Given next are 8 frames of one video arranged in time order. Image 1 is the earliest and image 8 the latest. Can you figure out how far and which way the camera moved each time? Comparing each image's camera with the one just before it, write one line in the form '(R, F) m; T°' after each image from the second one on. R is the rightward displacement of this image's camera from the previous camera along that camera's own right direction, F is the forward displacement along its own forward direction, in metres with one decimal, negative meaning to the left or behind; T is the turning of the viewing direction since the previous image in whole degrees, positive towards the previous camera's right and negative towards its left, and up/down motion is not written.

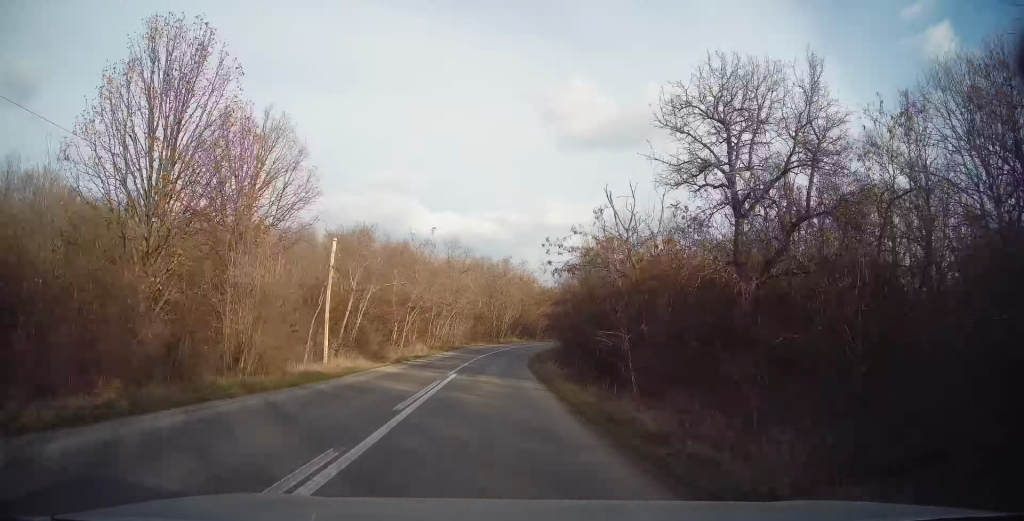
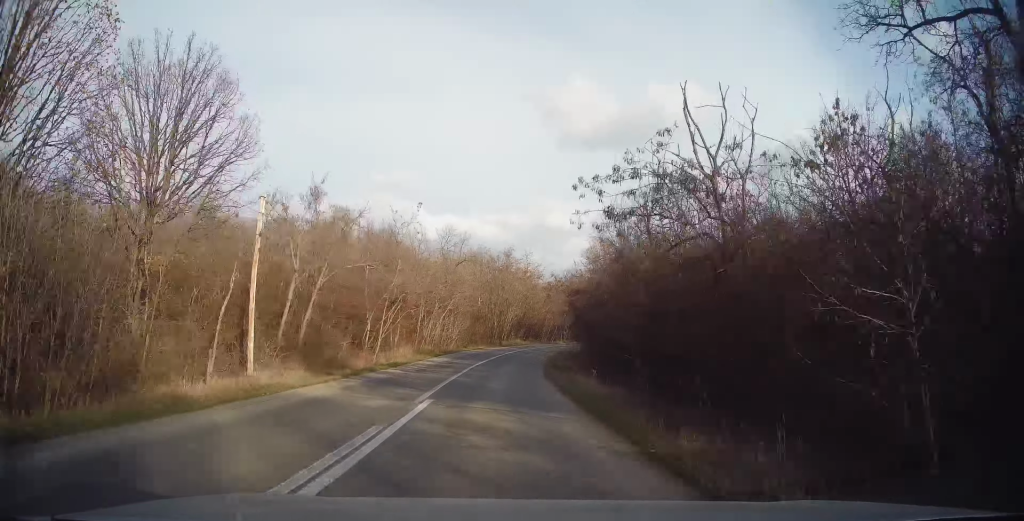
(+0.2, +9.6) m; 0°
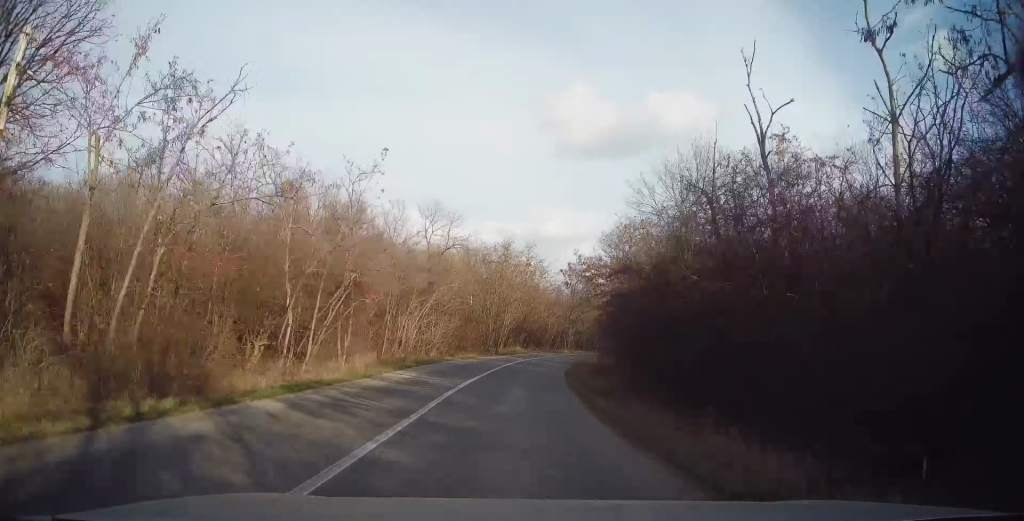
(-0.3, +11.8) m; 0°
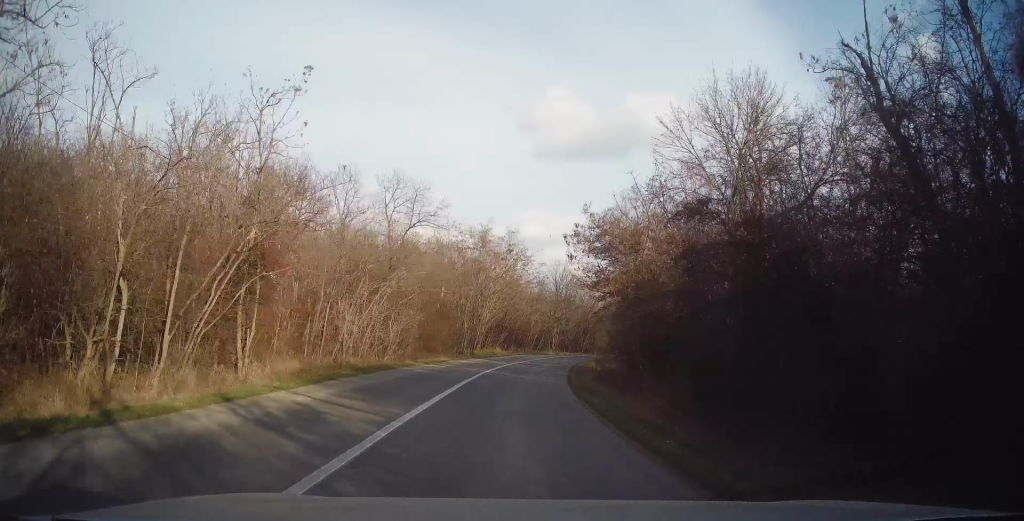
(+0.2, +8.8) m; +2°
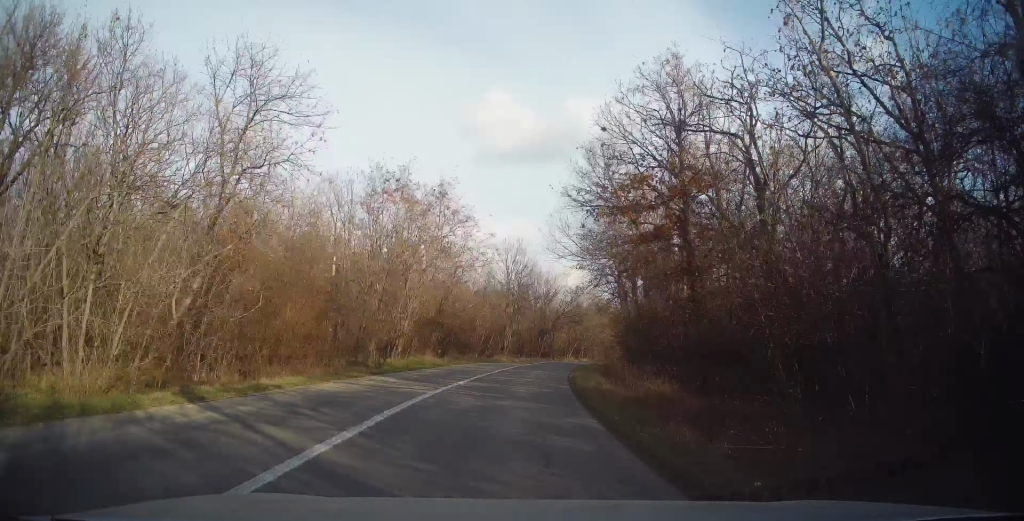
(+0.7, +17.1) m; +6°
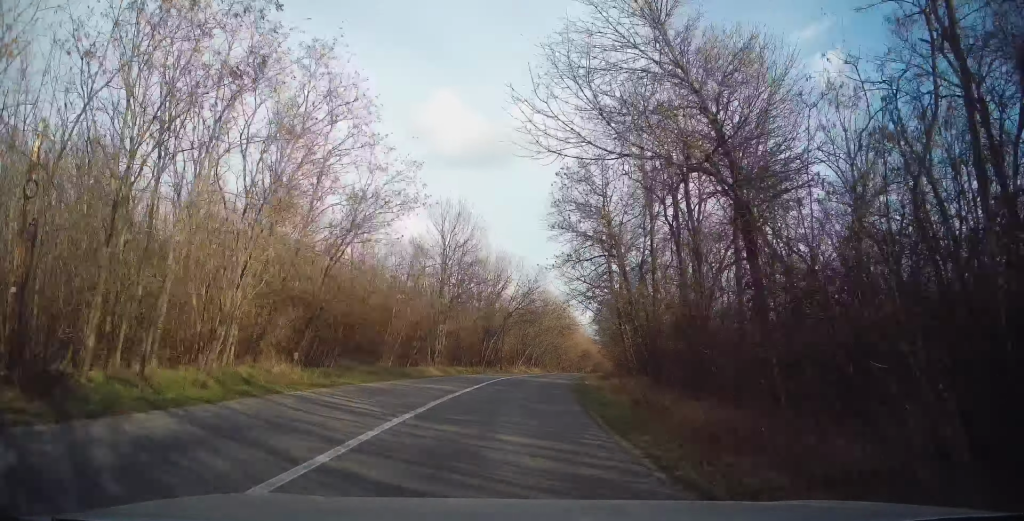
(+1.2, +18.2) m; +6°
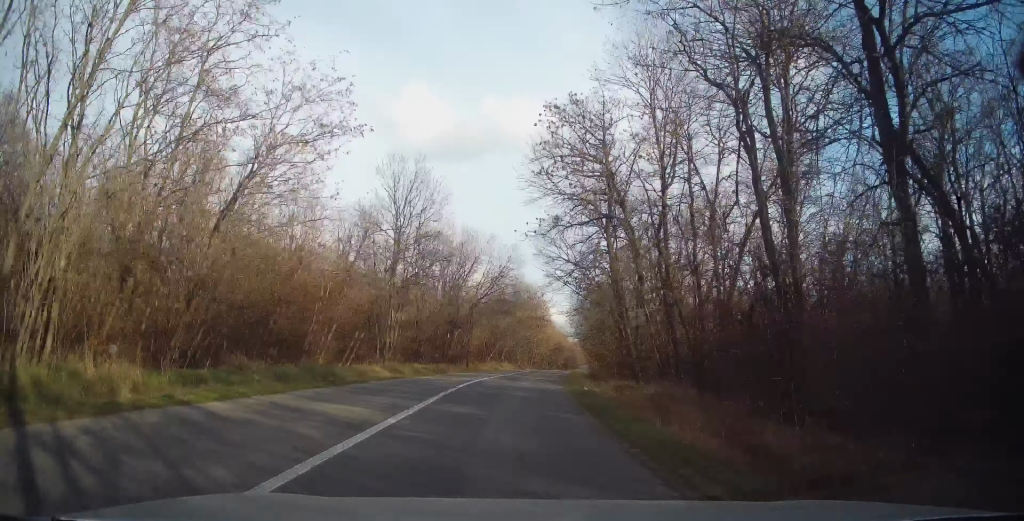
(+0.1, +8.5) m; +3°
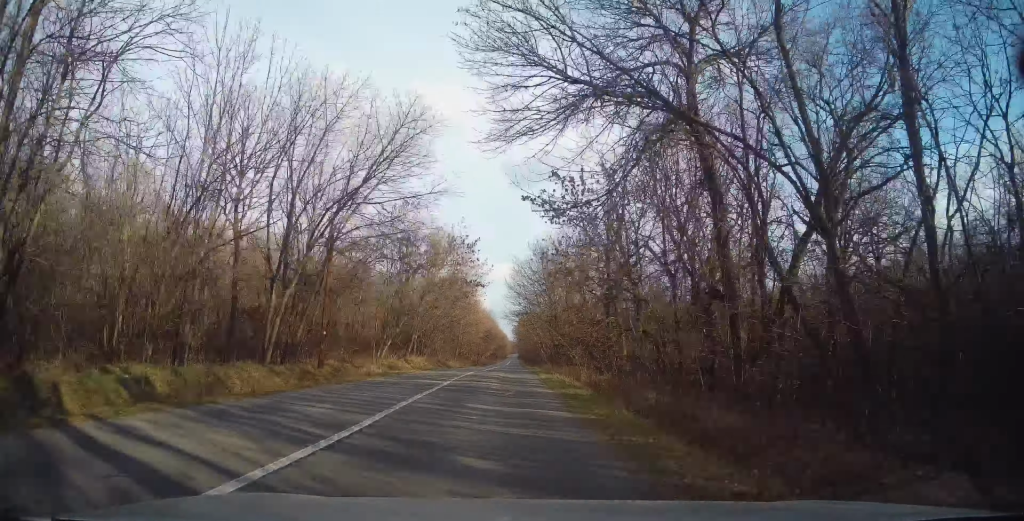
(+2.1, +26.2) m; +9°
